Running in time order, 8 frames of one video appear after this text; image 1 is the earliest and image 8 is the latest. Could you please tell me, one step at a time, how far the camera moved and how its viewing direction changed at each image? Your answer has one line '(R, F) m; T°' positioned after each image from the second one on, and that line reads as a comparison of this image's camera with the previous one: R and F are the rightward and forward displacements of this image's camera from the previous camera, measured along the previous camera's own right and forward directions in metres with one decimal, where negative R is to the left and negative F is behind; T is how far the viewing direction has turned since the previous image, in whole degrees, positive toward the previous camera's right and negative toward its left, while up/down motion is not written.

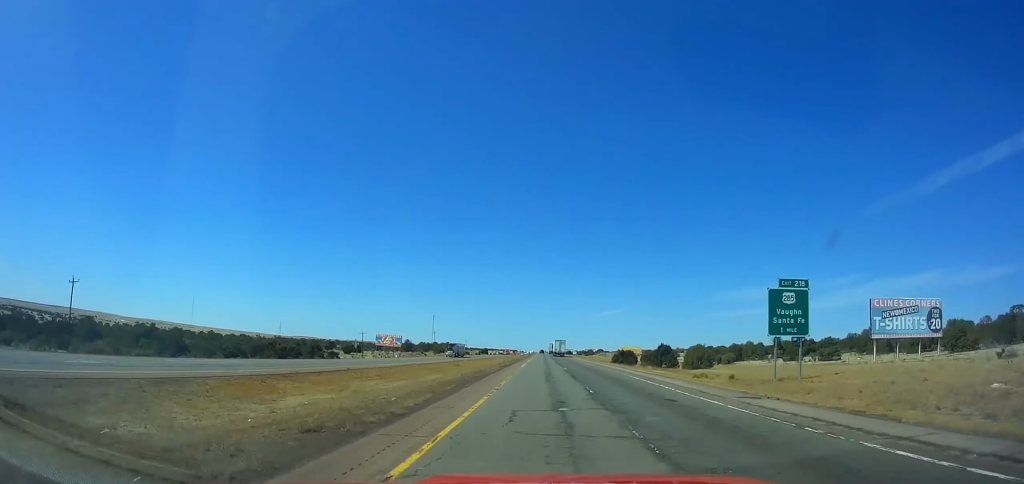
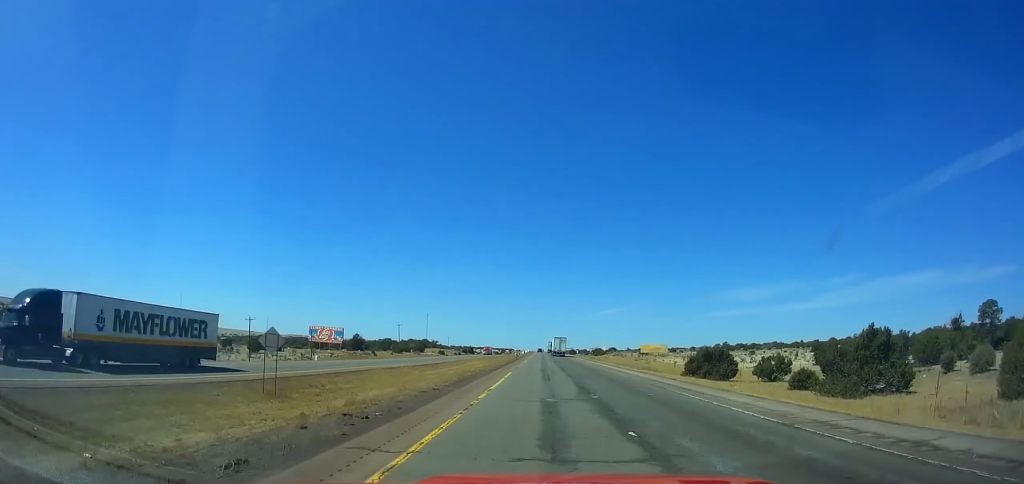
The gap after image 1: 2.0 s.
(0.0, +71.5) m; 0°
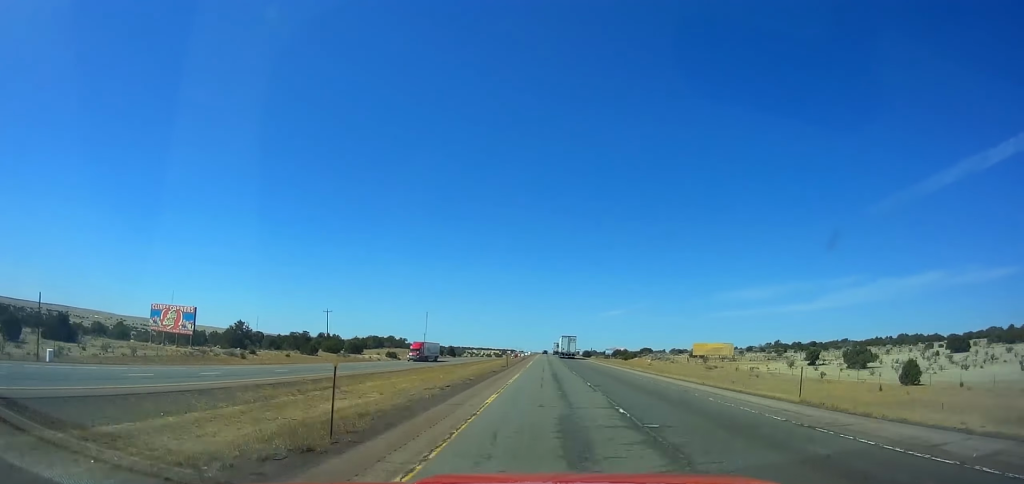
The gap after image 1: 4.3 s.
(0.0, +82.3) m; 0°
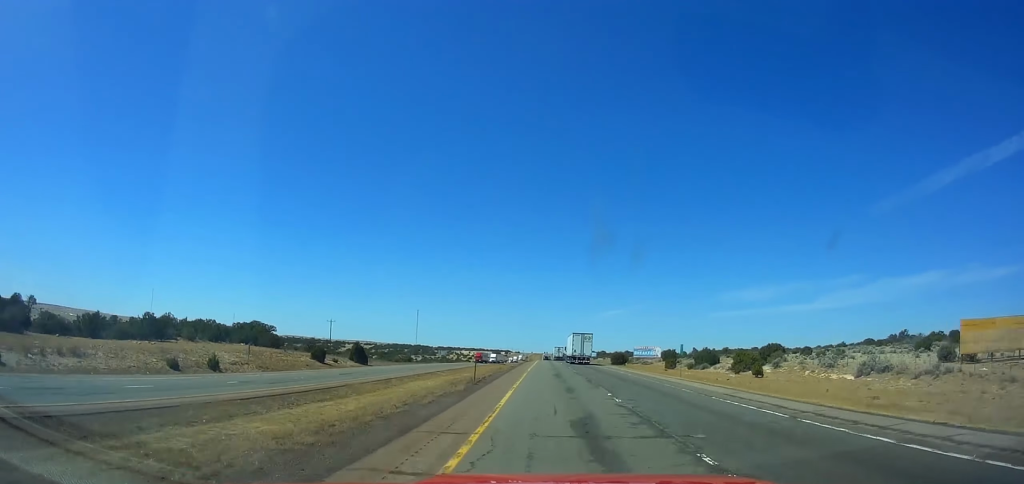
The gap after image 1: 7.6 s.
(-0.1, +117.9) m; 0°
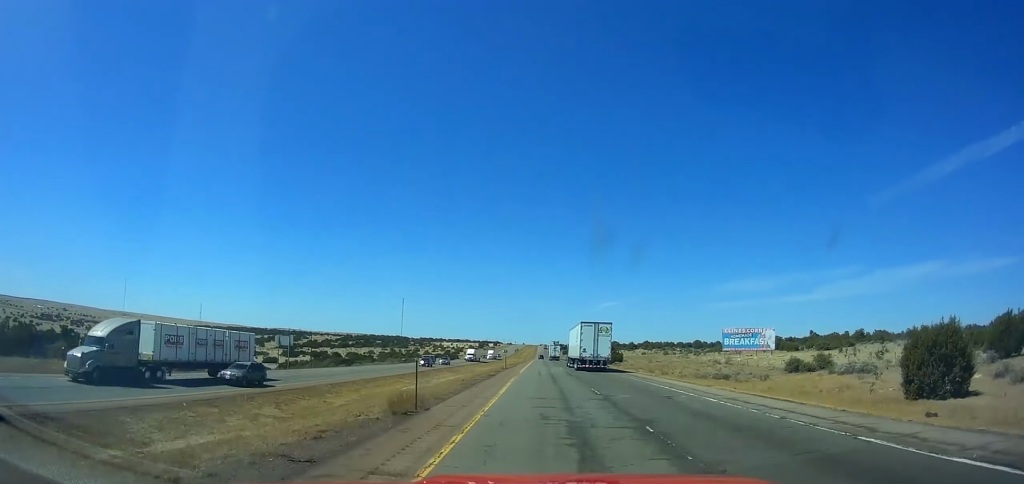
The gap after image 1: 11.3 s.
(0.0, +132.1) m; 0°
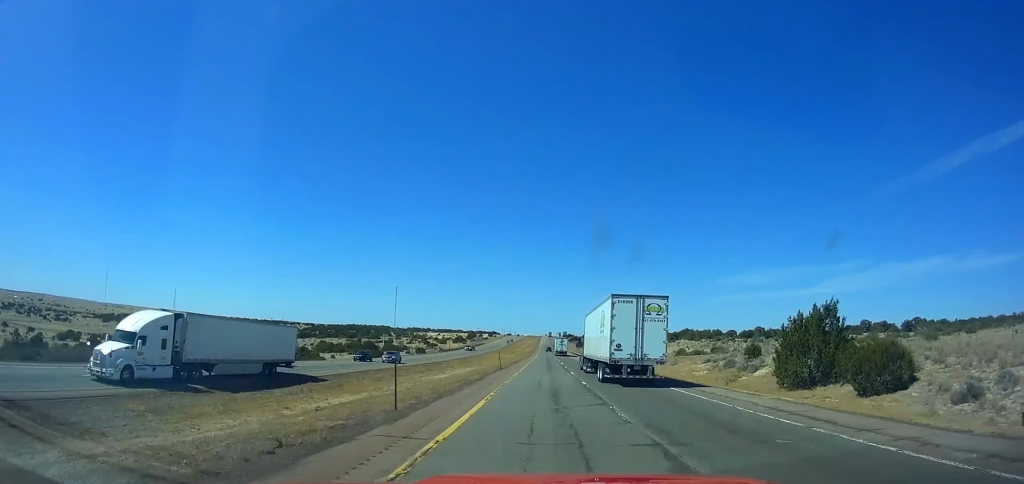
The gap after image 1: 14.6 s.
(-0.1, +118.0) m; 0°
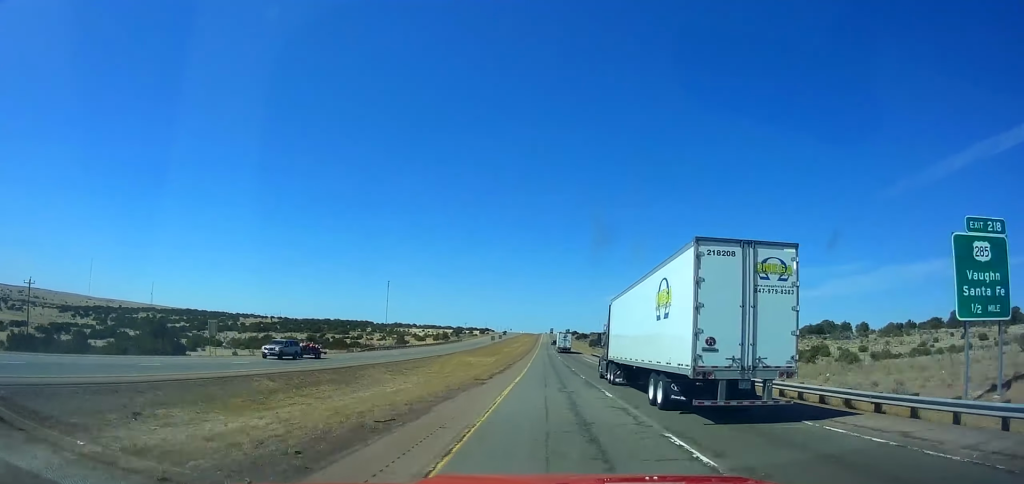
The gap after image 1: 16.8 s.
(0.0, +78.6) m; 0°
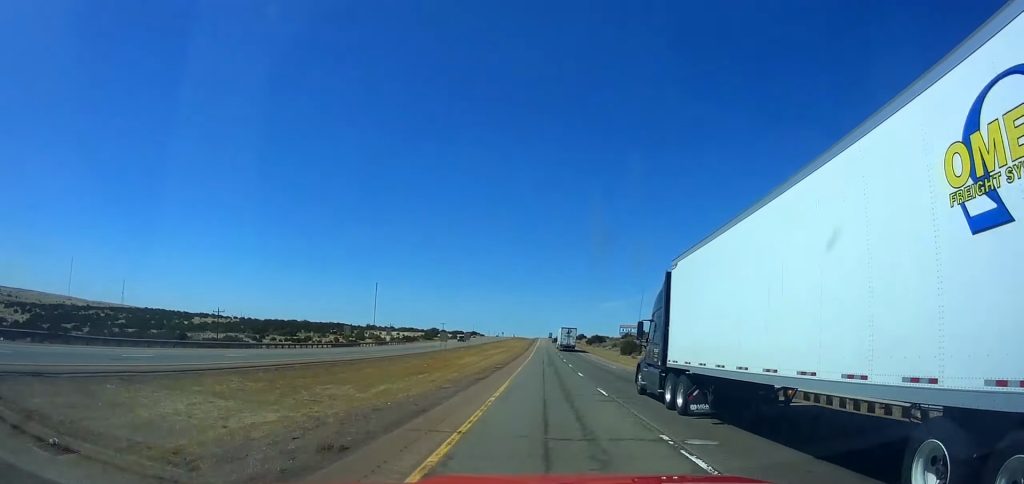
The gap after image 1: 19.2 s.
(0.0, +85.6) m; 0°
